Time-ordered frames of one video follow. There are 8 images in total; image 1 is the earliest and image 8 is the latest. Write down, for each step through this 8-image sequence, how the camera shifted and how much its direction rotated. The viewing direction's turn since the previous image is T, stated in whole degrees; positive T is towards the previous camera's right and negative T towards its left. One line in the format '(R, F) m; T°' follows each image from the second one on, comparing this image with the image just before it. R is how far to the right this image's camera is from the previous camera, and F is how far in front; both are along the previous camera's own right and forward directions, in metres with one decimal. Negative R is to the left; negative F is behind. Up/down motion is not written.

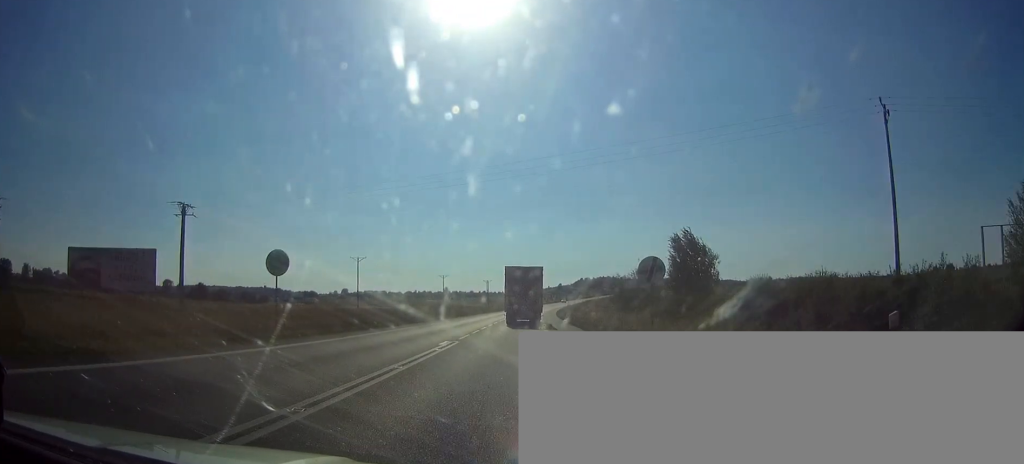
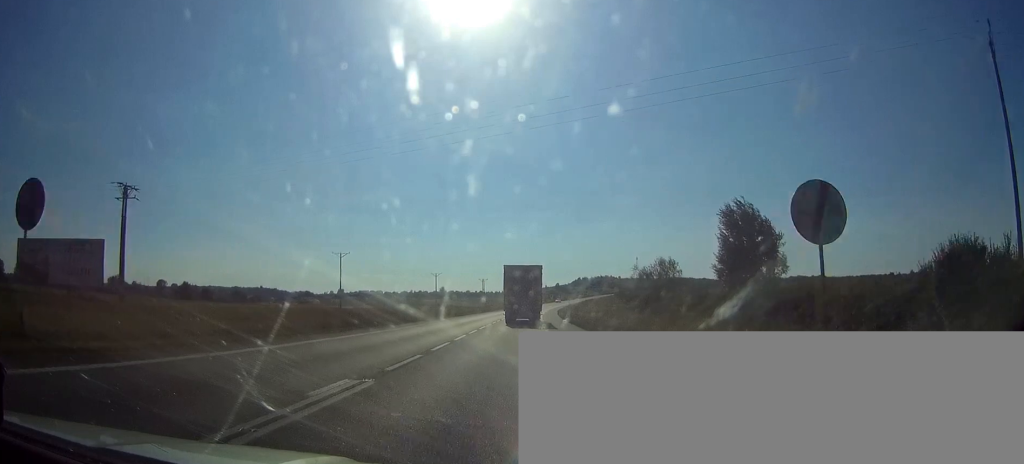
(+0.1, +13.3) m; 0°
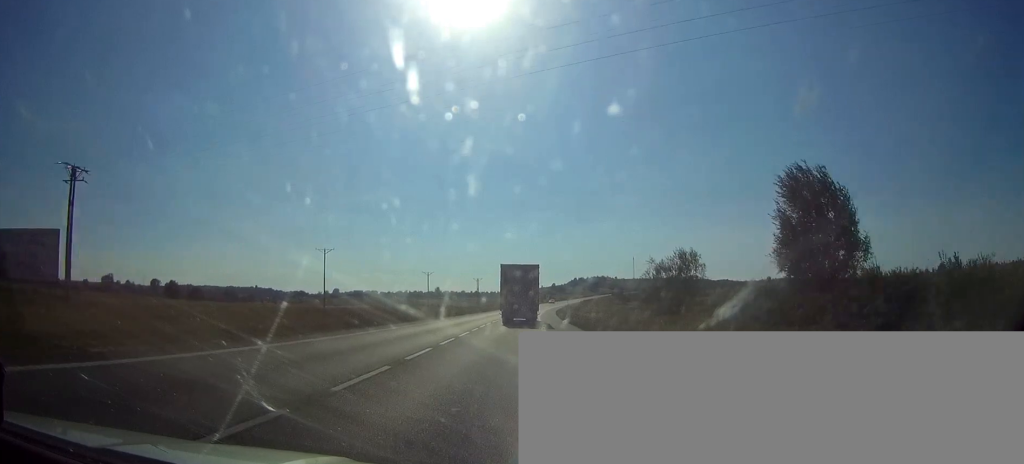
(0.0, +9.4) m; 0°
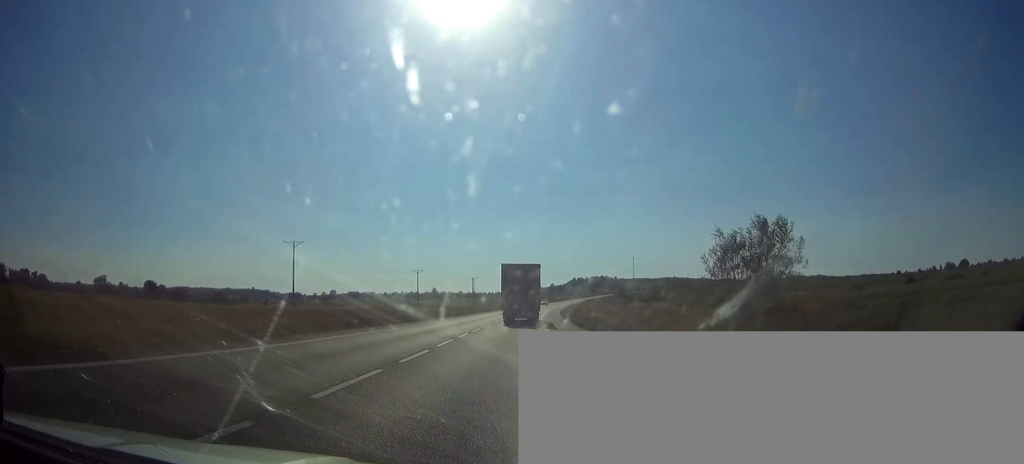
(+0.1, +18.8) m; 0°
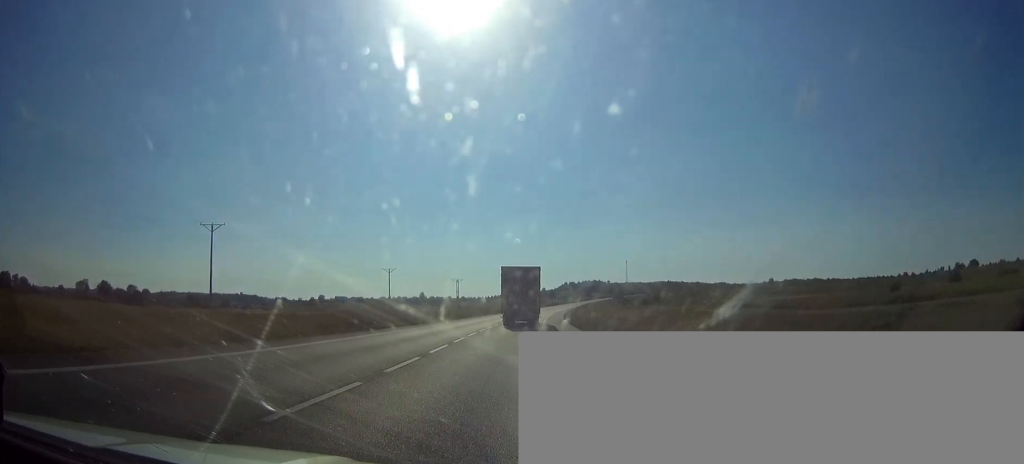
(-0.1, +32.1) m; 0°
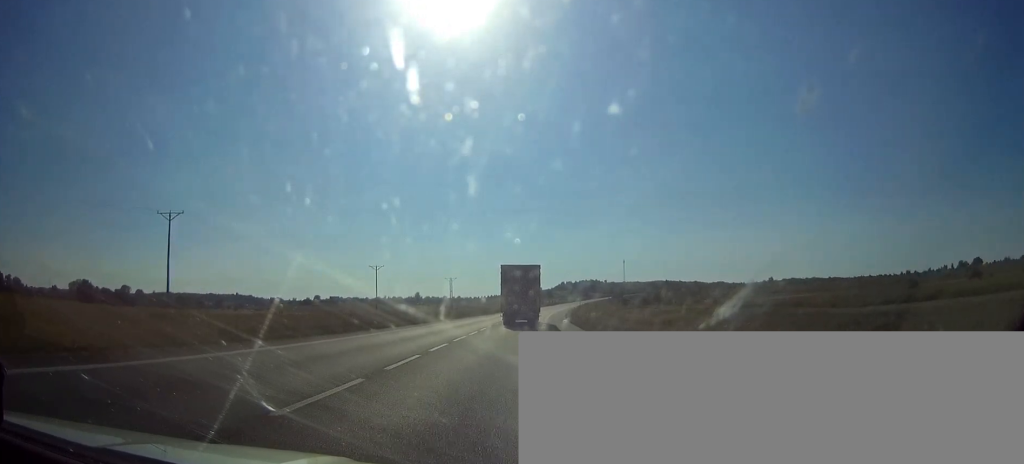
(+0.1, +11.8) m; +1°
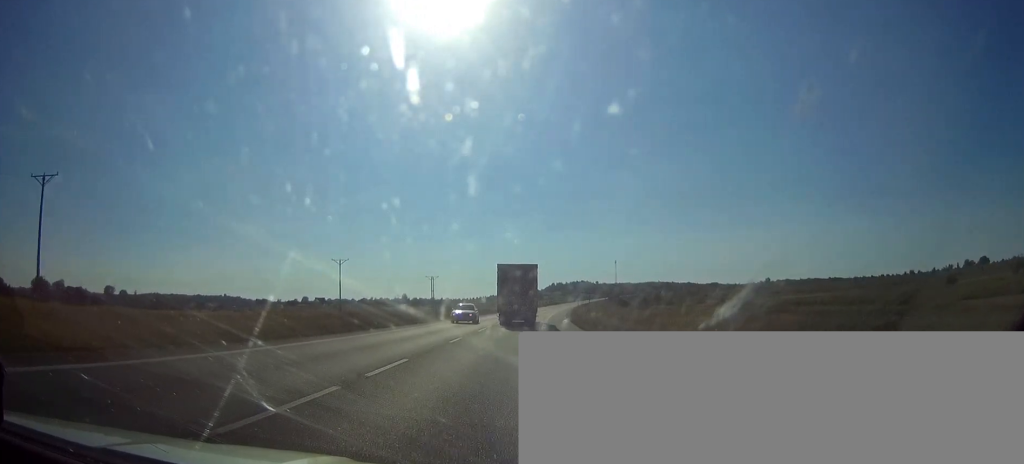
(+0.2, +25.3) m; +1°
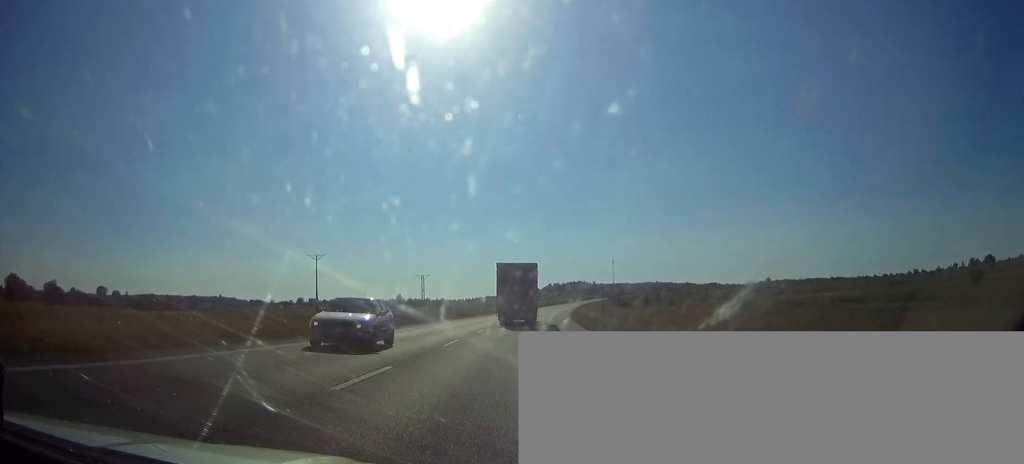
(0.0, +14.3) m; +1°
